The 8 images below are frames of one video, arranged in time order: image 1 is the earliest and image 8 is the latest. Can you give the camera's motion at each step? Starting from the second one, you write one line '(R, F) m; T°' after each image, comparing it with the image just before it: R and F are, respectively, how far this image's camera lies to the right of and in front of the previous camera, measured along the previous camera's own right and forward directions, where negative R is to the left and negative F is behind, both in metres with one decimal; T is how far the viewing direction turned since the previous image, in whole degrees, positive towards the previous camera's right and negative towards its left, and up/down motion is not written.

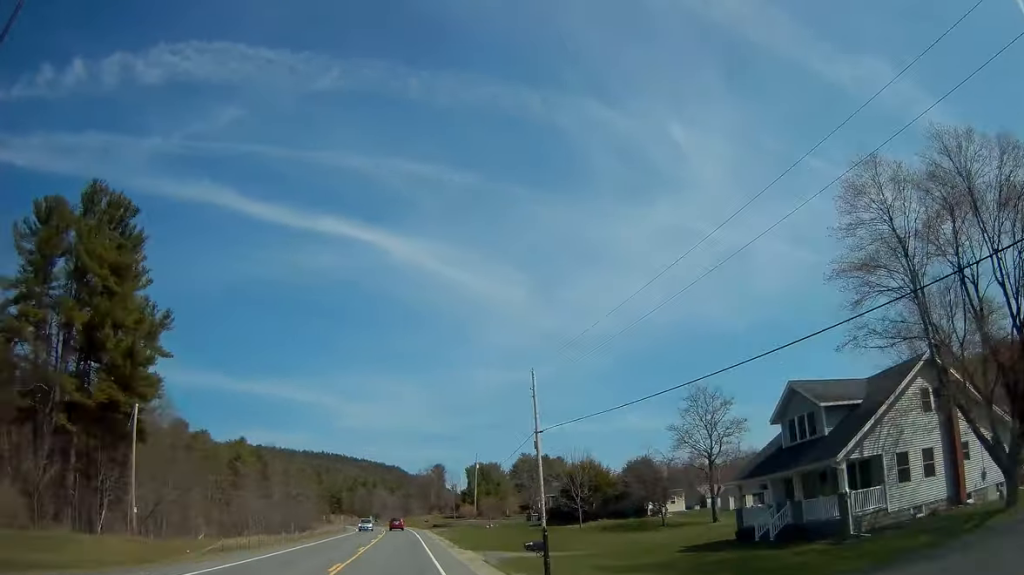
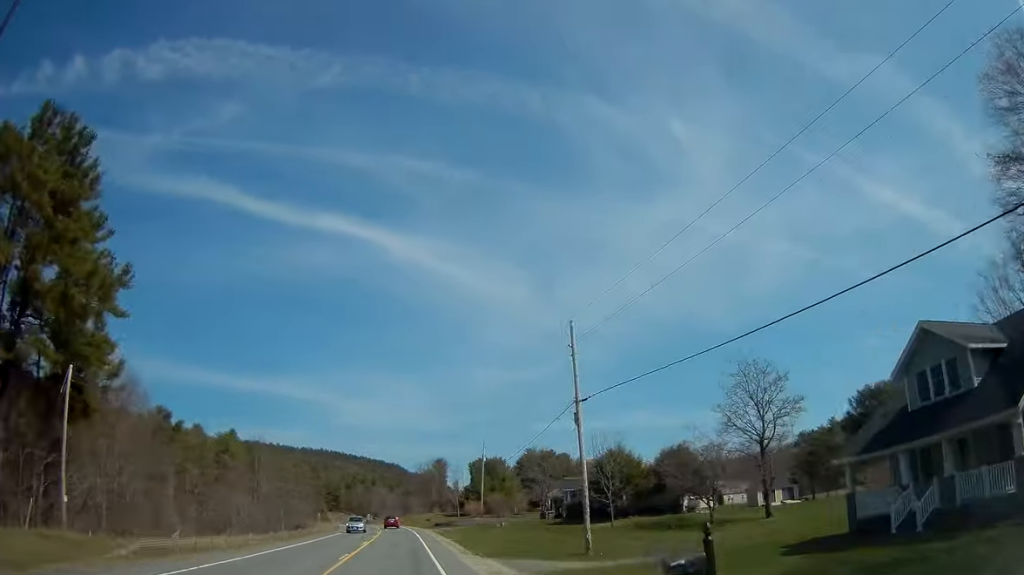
(0.0, +9.2) m; 0°
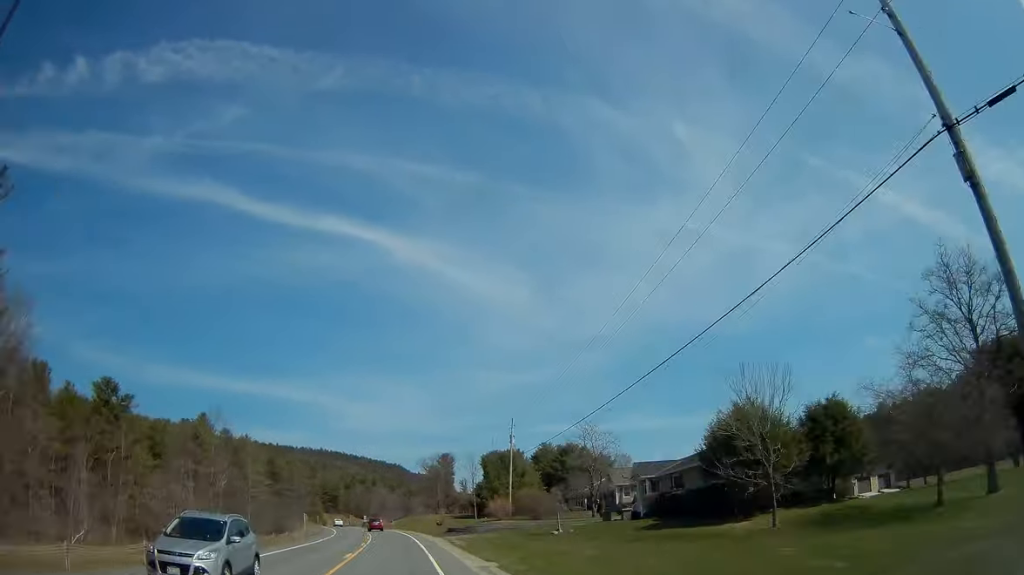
(0.0, +22.6) m; 0°
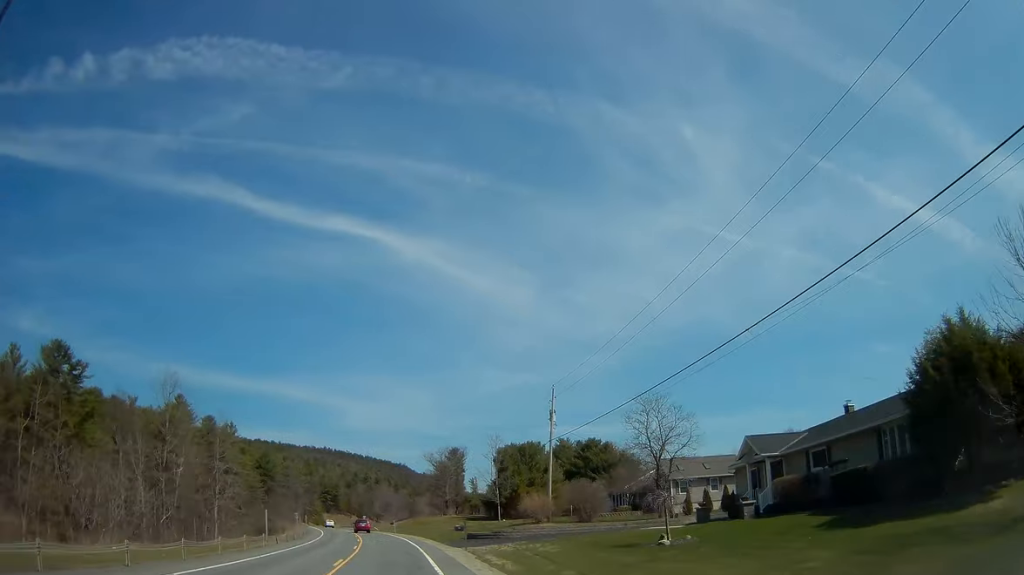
(0.0, +16.2) m; -1°
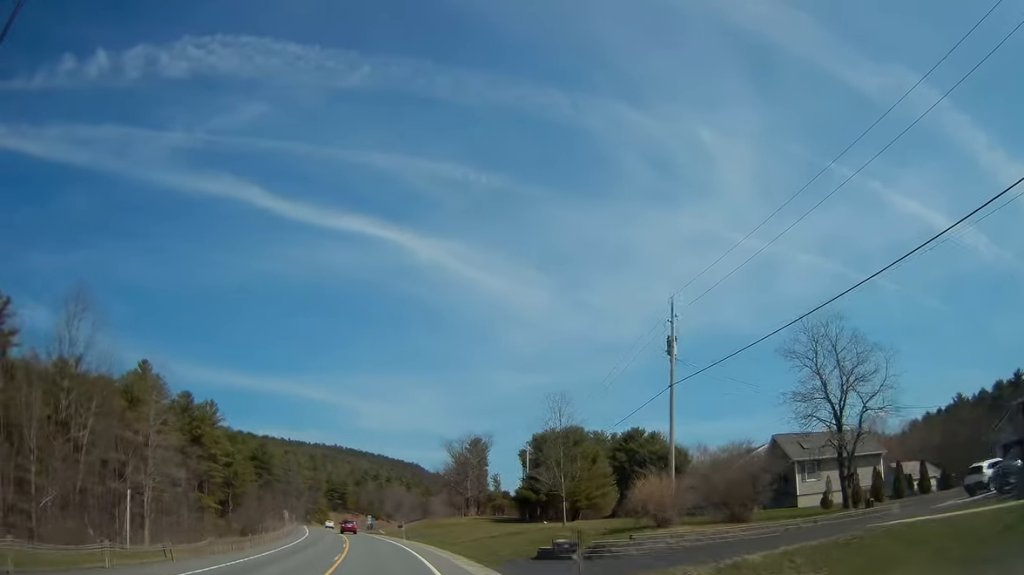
(-0.2, +20.9) m; -1°
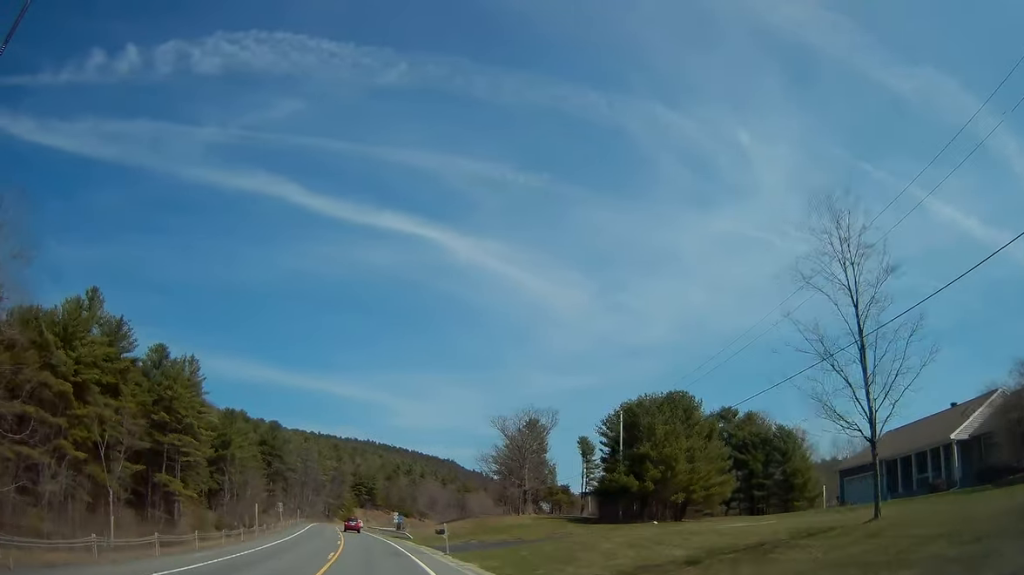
(-0.3, +25.7) m; -2°
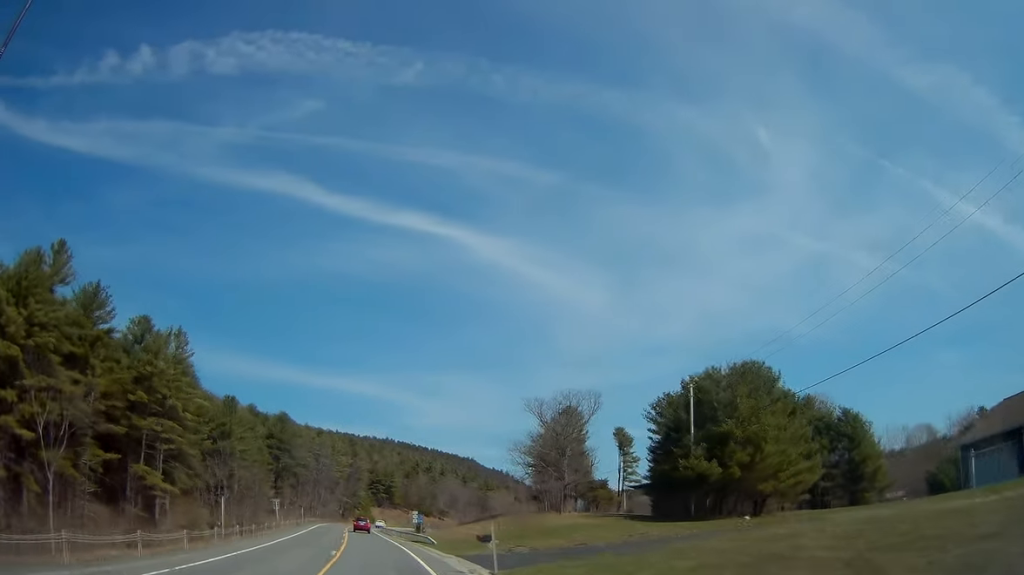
(0.0, +11.8) m; -1°
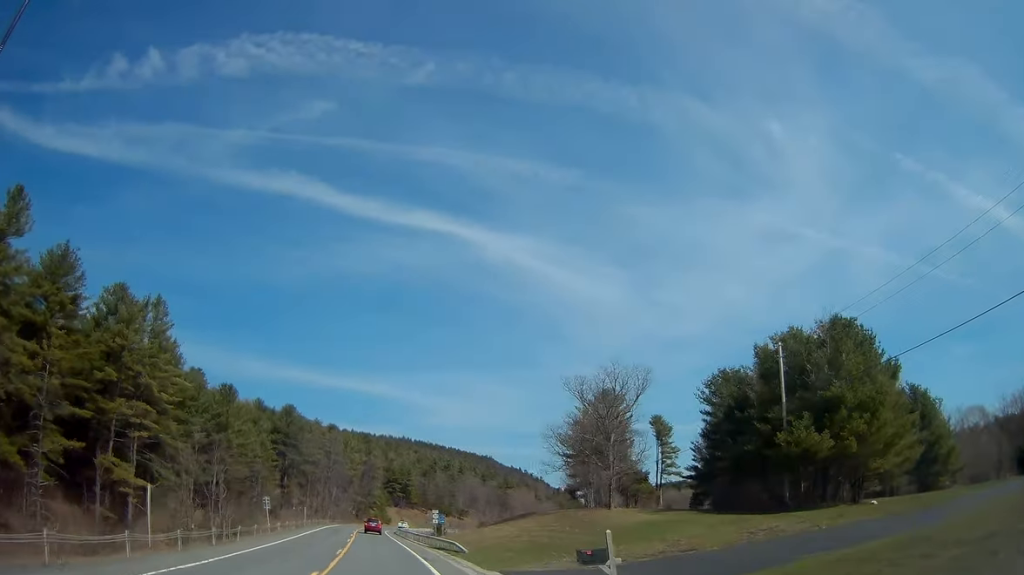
(-0.3, +11.0) m; -2°
